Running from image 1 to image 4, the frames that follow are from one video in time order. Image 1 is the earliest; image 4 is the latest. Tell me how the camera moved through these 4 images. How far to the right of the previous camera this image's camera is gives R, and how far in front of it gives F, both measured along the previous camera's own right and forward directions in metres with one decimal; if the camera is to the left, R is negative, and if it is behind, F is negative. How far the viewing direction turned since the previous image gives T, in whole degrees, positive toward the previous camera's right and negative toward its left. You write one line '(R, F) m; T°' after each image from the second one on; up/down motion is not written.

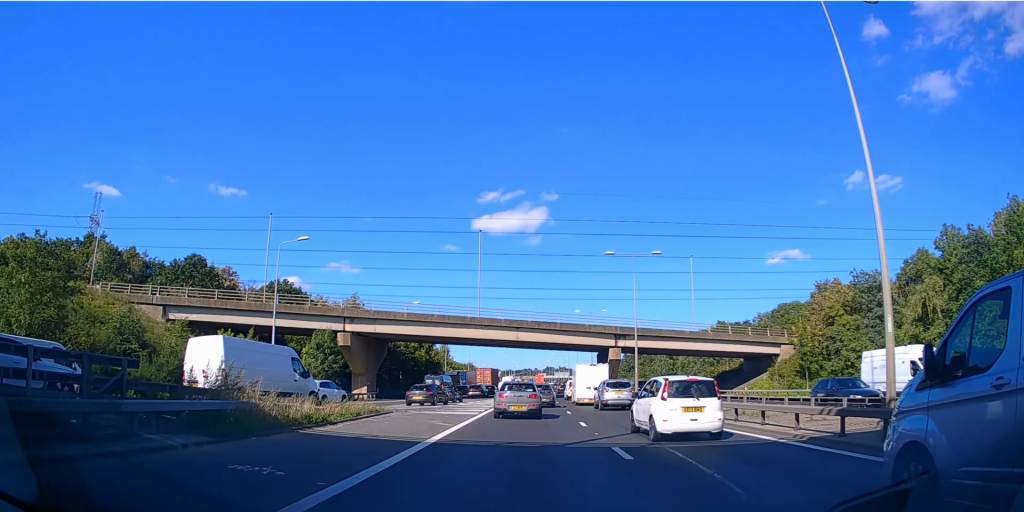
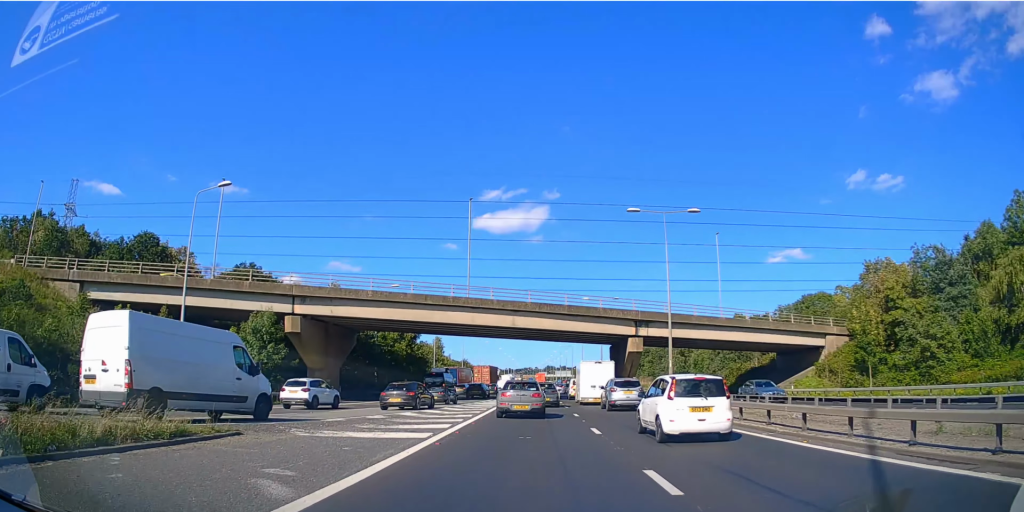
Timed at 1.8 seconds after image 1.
(-0.3, +13.1) m; -5°
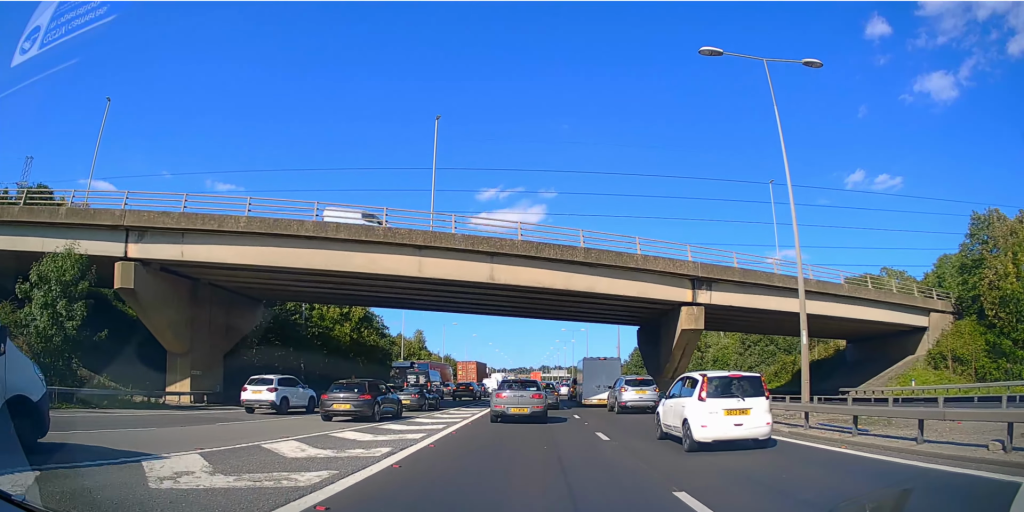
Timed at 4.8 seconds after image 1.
(0.0, +22.8) m; +2°
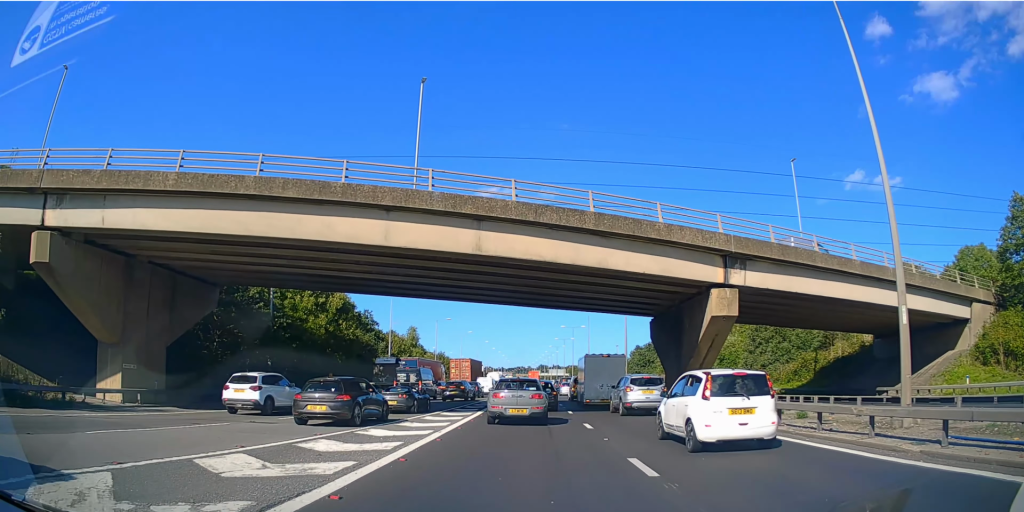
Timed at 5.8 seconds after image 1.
(+0.1, +5.9) m; 0°
